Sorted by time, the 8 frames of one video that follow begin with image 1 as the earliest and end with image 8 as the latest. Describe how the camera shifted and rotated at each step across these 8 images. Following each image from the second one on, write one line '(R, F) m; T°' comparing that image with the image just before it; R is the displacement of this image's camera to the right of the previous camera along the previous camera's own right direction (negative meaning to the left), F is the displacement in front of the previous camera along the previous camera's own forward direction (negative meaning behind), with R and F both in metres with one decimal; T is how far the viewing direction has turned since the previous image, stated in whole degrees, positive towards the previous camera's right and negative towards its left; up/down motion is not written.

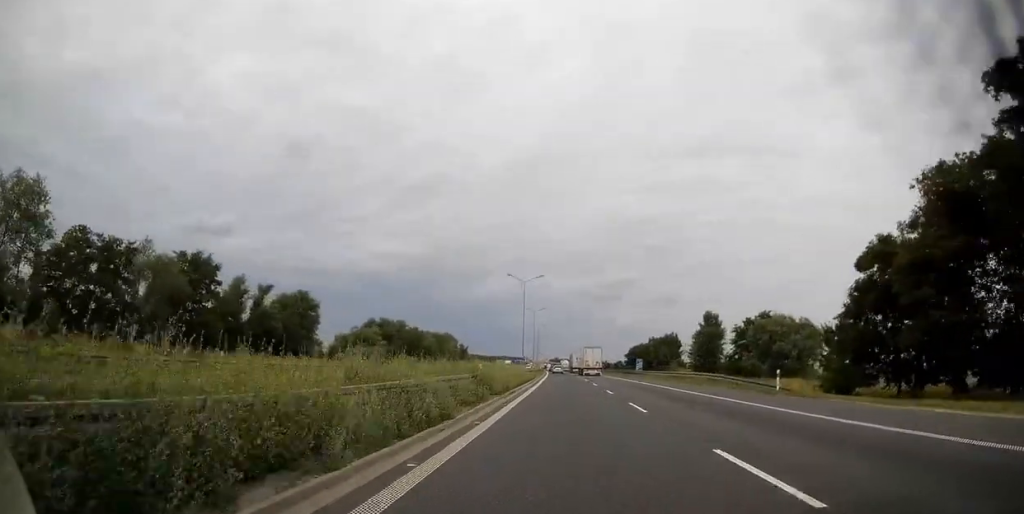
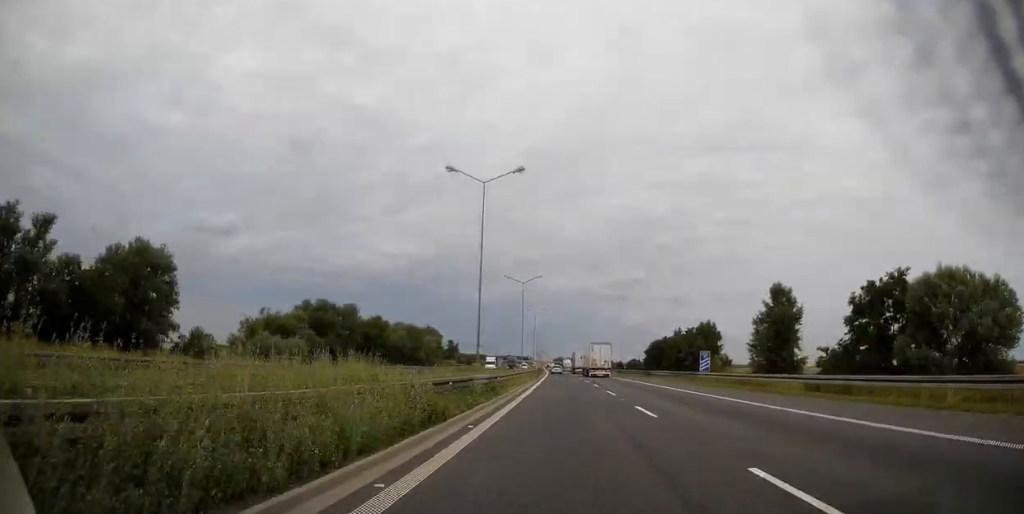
(-0.1, +37.9) m; -1°
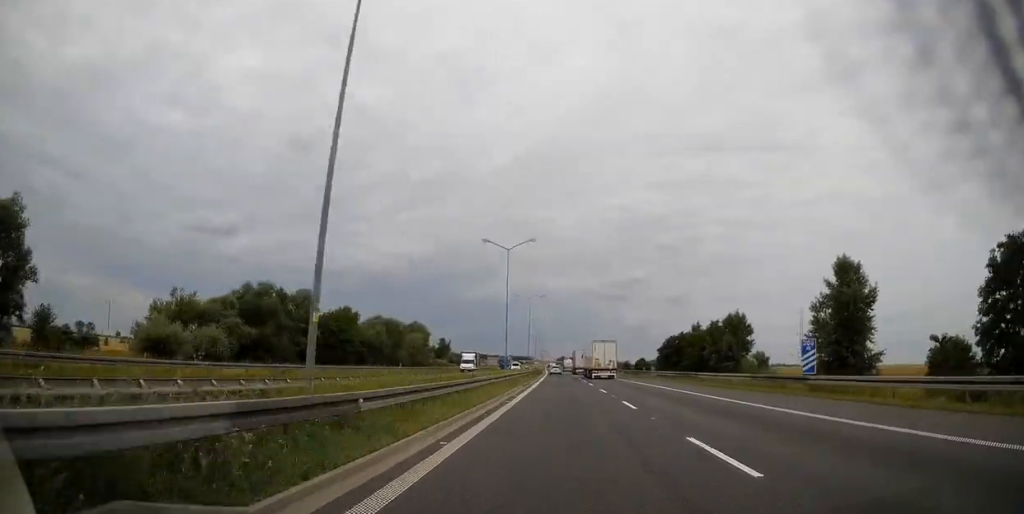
(-0.1, +20.5) m; 0°
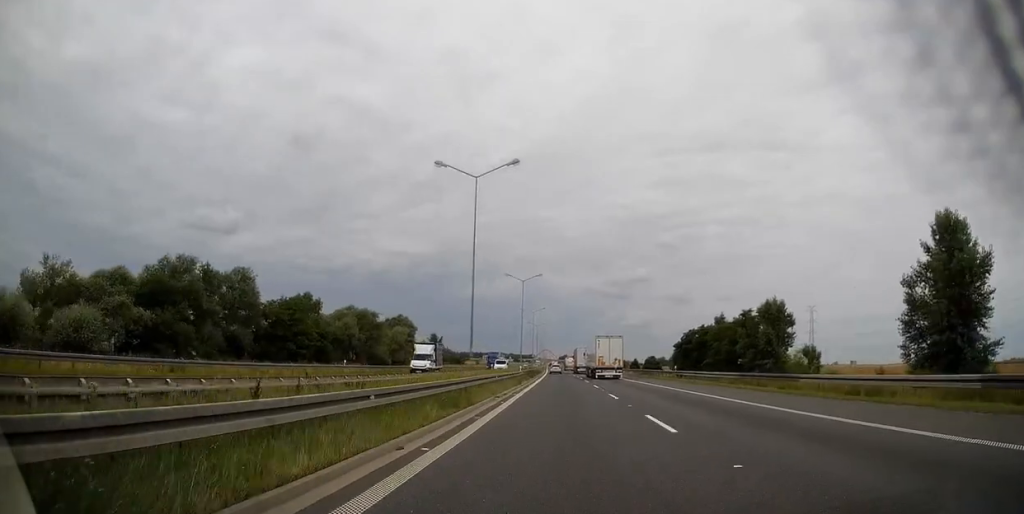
(-0.1, +19.3) m; 0°
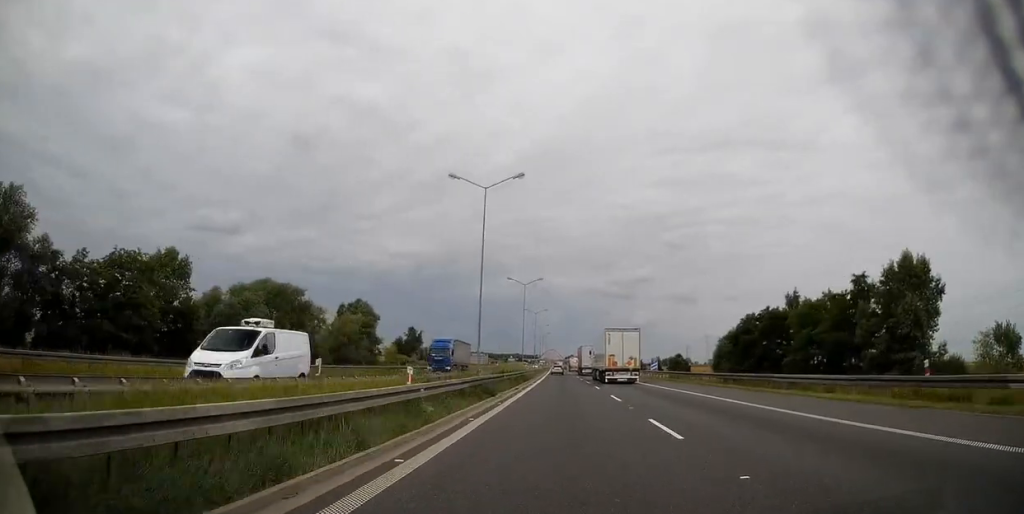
(-0.1, +37.0) m; 0°
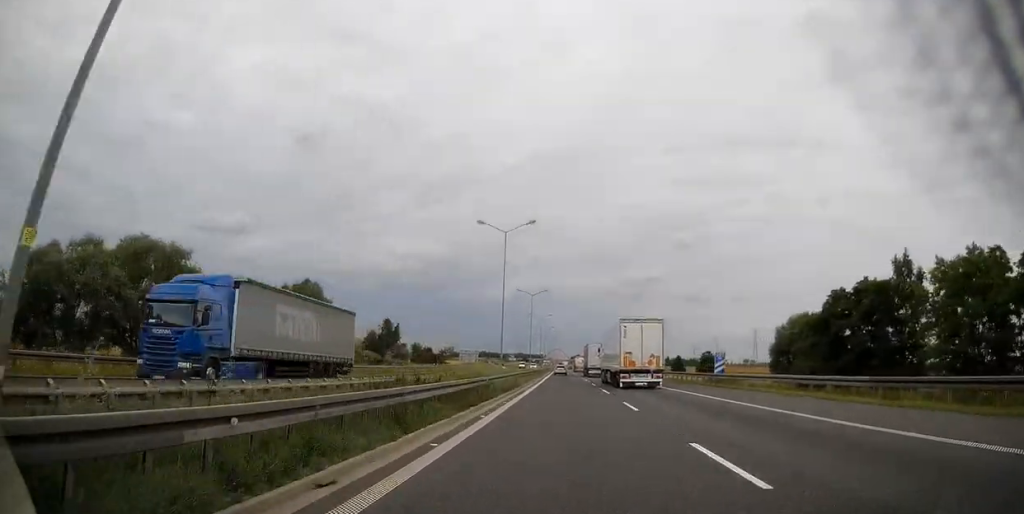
(0.0, +28.5) m; 0°
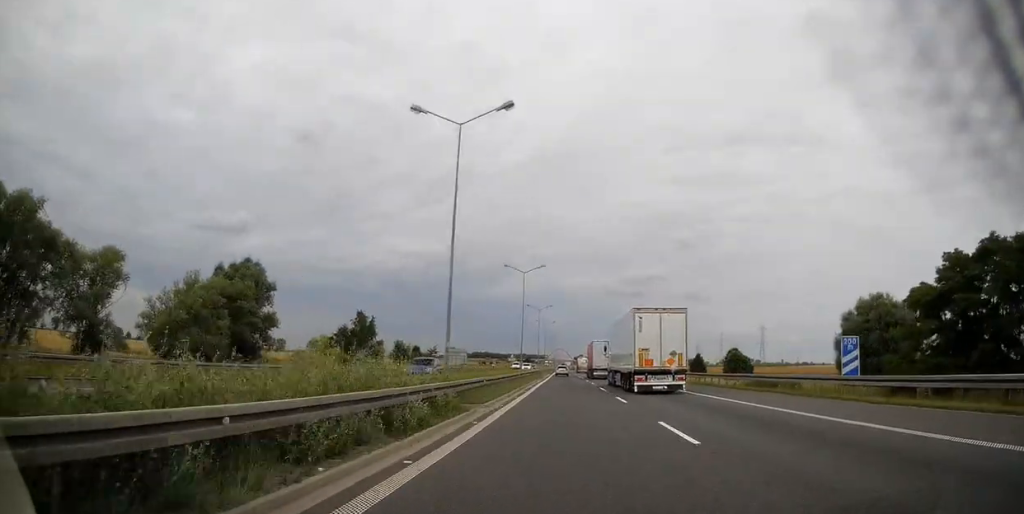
(-0.1, +20.1) m; 0°
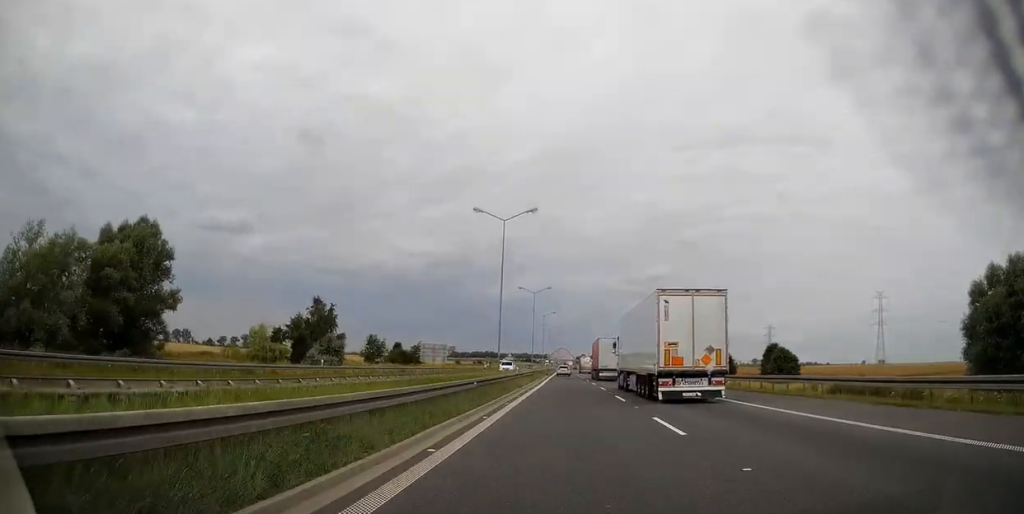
(-0.2, +22.5) m; -1°
